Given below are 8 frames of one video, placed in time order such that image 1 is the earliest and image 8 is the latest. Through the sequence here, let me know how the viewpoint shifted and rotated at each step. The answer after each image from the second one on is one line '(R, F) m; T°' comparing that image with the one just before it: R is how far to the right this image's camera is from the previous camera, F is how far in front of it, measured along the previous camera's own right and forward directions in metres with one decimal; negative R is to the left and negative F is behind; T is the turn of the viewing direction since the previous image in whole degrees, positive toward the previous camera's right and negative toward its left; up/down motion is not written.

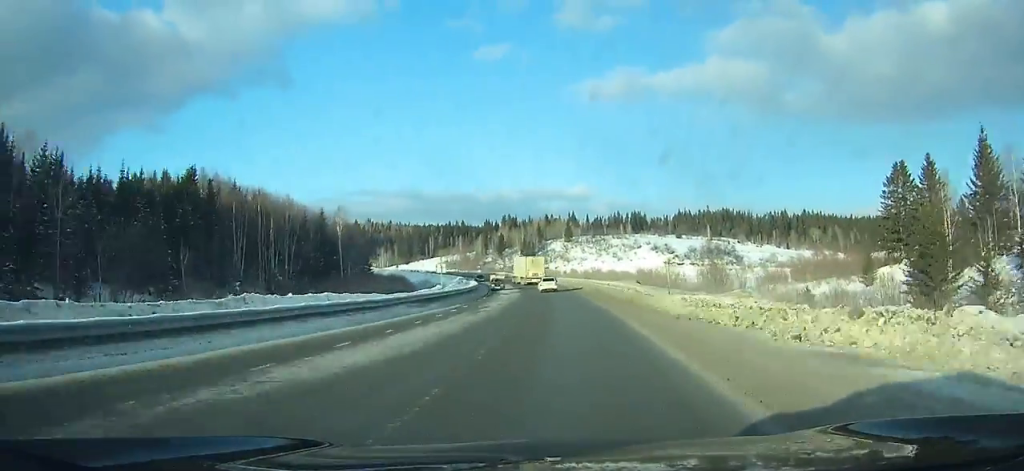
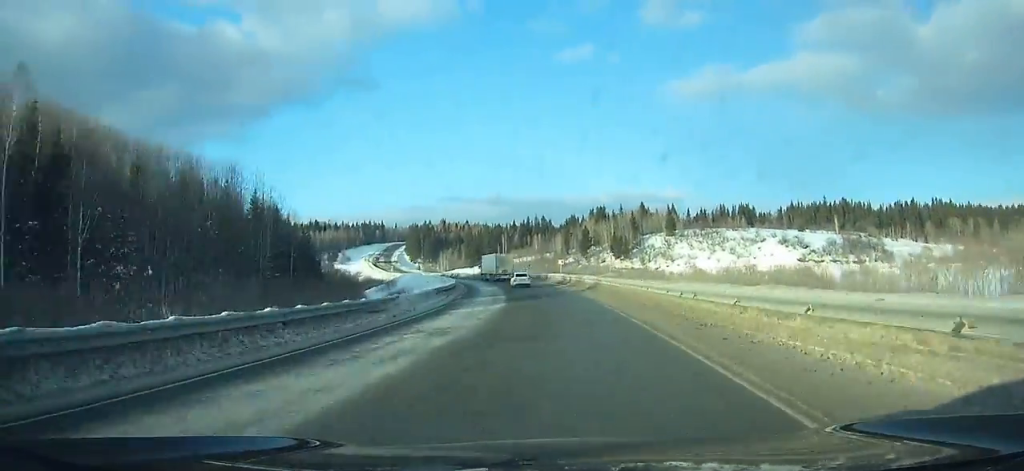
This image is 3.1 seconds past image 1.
(-4.4, +68.9) m; -9°
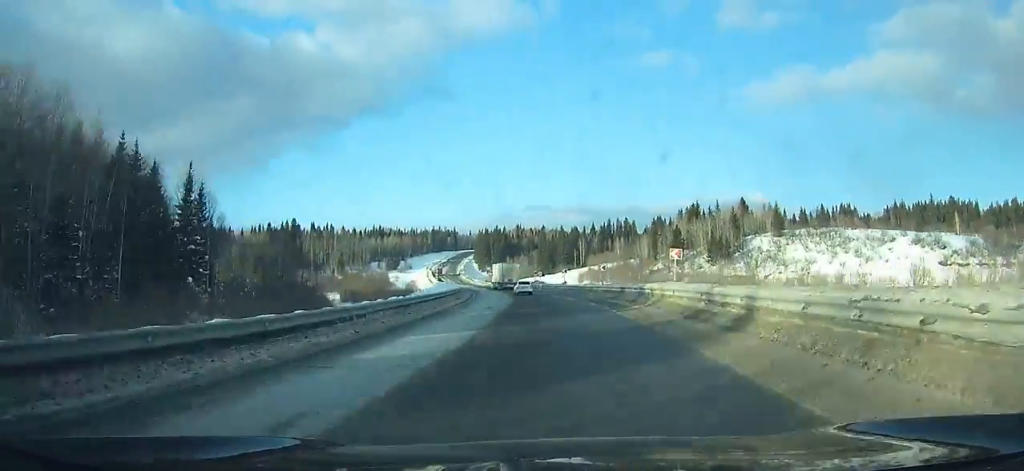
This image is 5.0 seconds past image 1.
(-2.2, +42.4) m; -6°
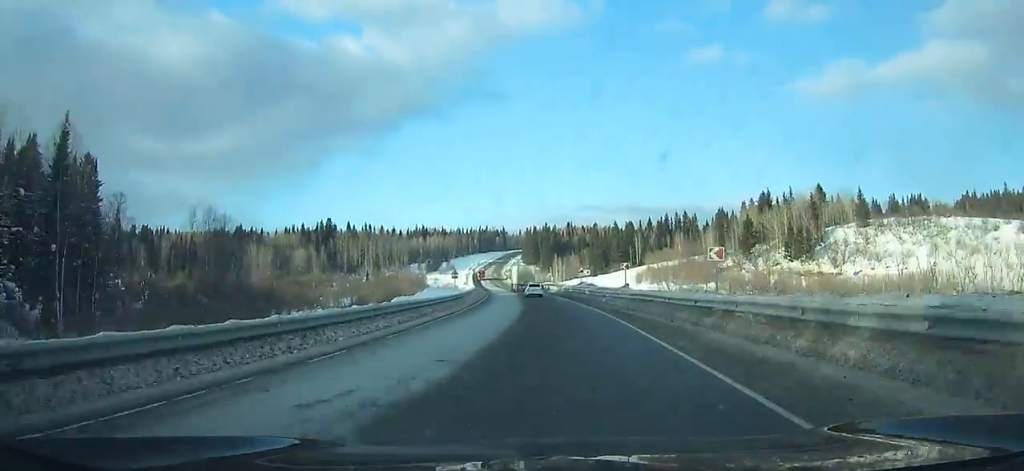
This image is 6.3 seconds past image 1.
(-1.1, +29.2) m; -4°
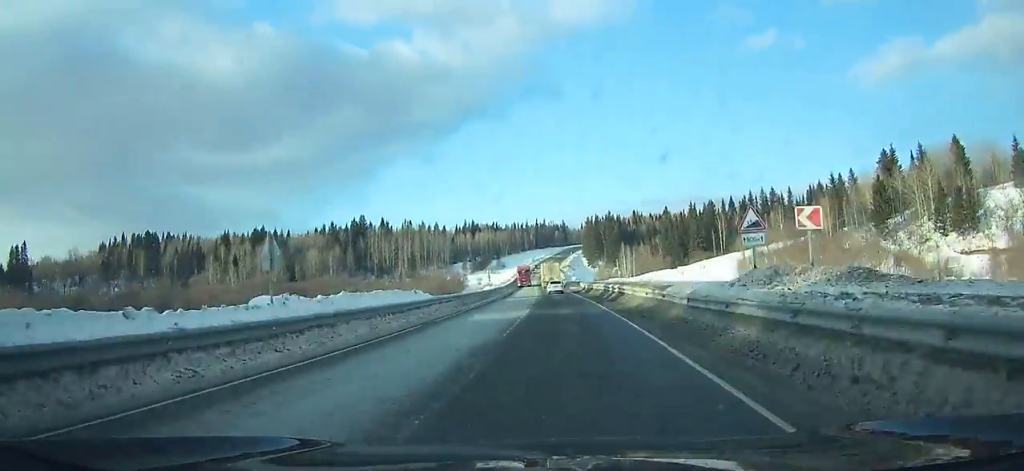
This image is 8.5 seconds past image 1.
(-3.6, +49.9) m; -6°
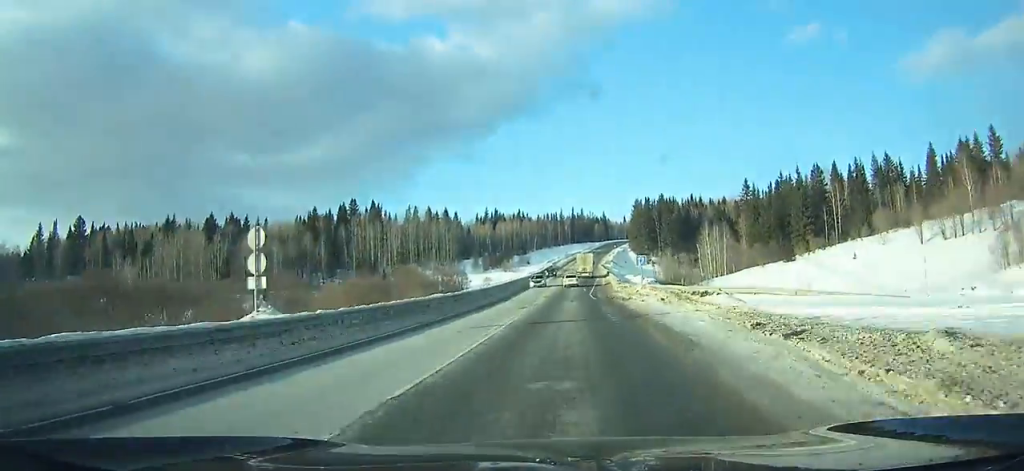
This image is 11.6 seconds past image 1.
(-4.4, +71.9) m; -4°
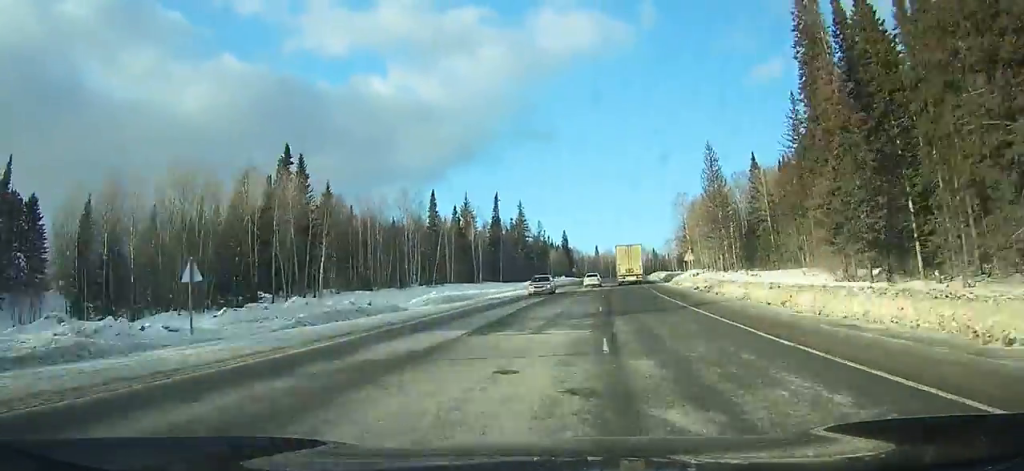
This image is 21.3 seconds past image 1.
(+4.5, +235.1) m; +5°
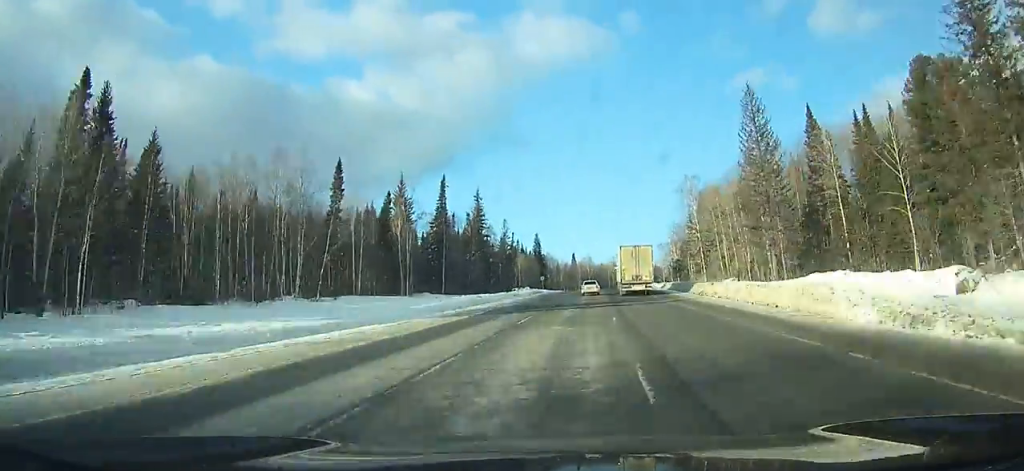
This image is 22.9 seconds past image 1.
(+0.6, +39.0) m; +1°
